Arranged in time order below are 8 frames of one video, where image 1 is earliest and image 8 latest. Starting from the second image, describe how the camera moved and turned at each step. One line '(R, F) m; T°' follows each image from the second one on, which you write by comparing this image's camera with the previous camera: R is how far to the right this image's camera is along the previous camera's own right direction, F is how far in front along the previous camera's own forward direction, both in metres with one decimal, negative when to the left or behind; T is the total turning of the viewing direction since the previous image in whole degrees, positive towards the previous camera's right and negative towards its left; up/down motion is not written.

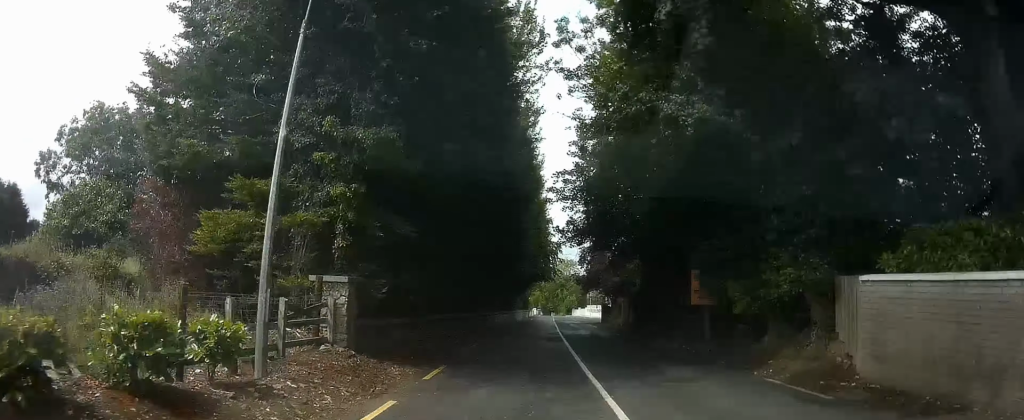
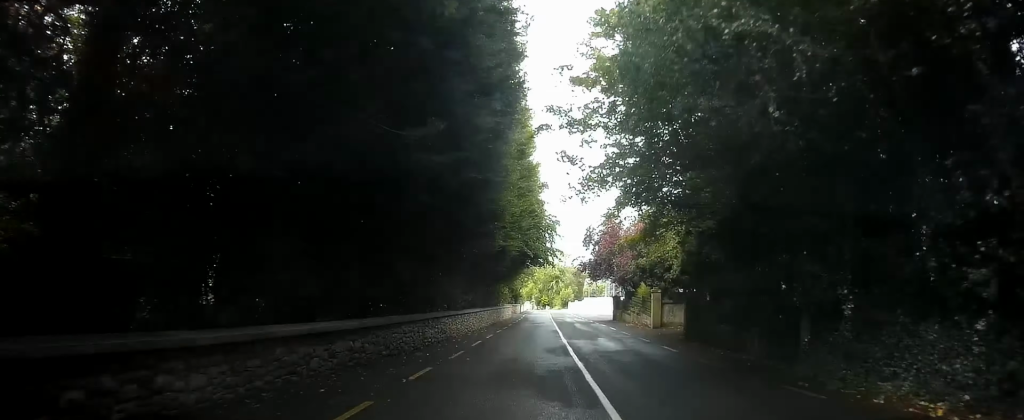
(0.0, +12.4) m; 0°
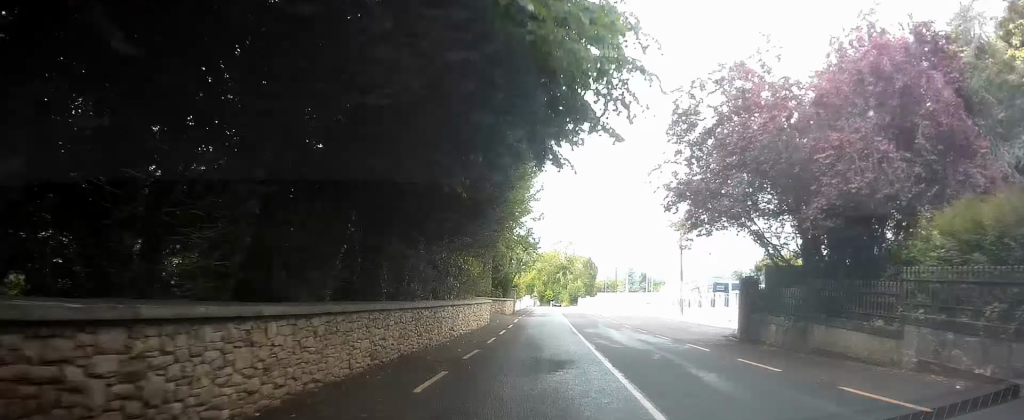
(-0.3, +26.5) m; -1°
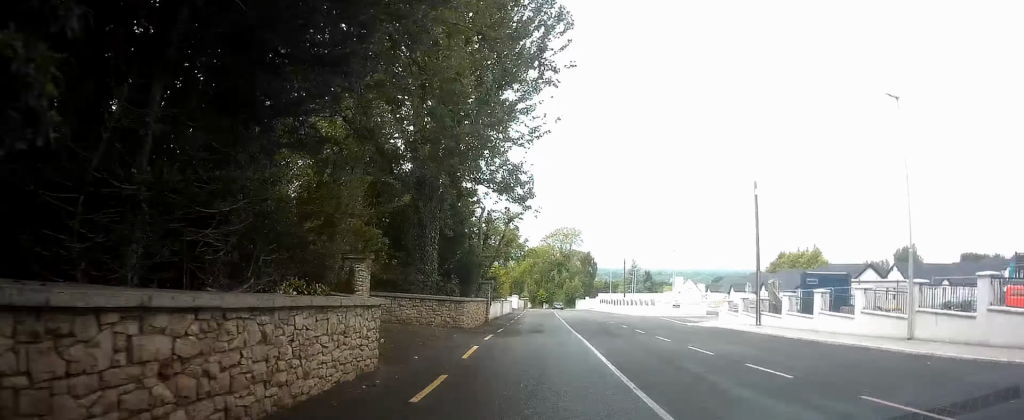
(+0.2, +17.1) m; +2°
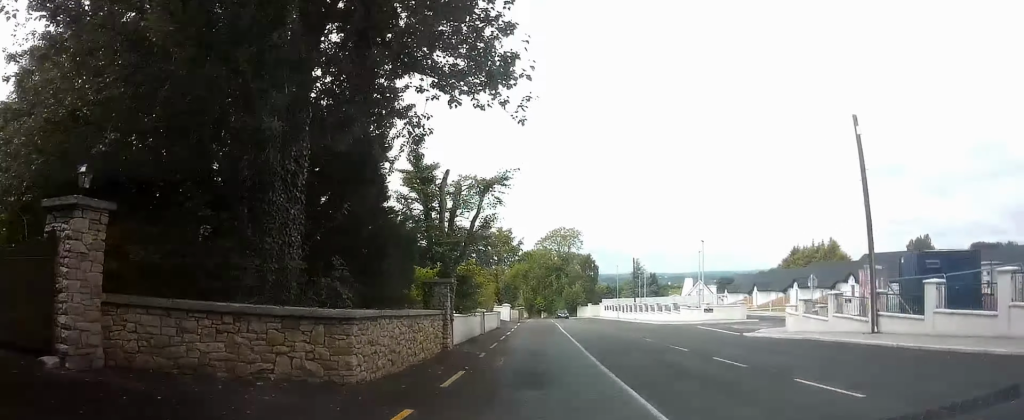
(+0.2, +10.7) m; +1°
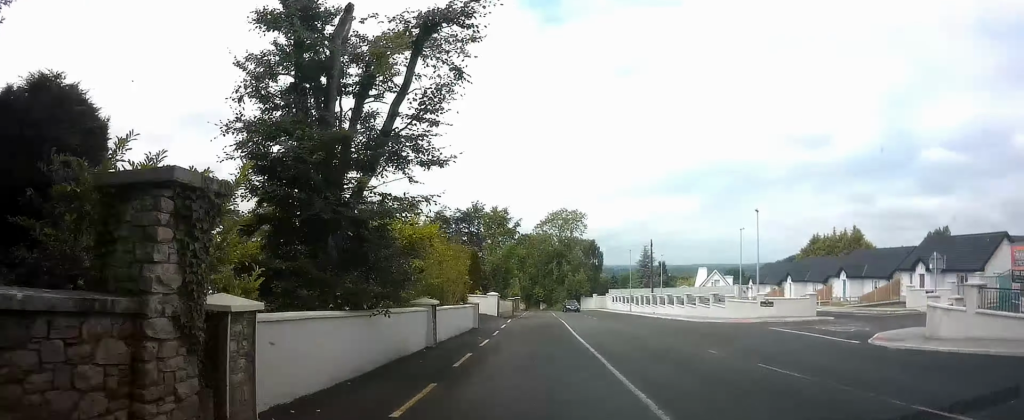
(+0.2, +11.4) m; 0°
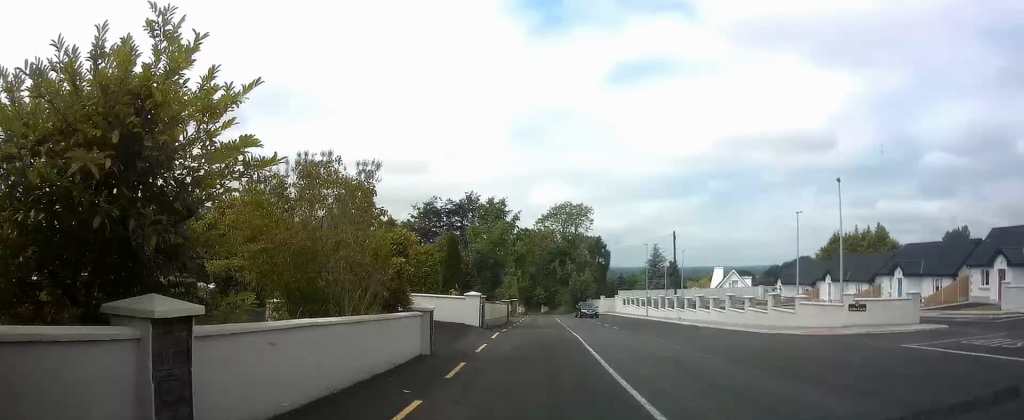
(-0.1, +9.7) m; -1°
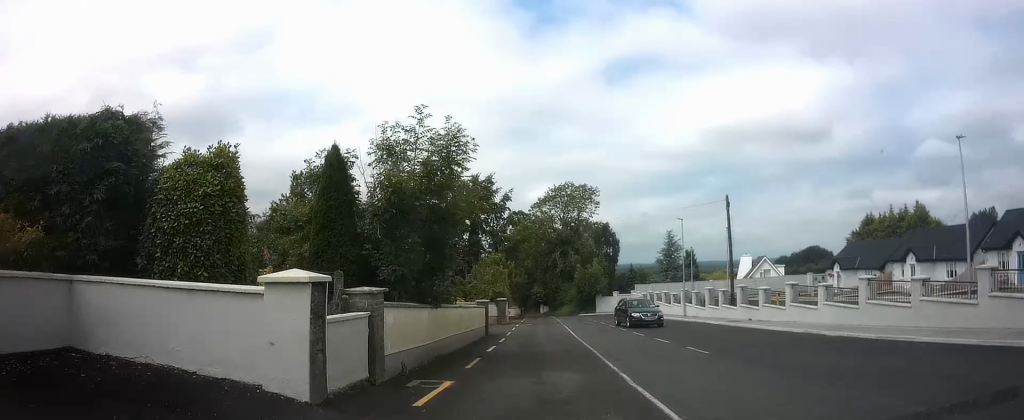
(-0.2, +15.8) m; 0°
